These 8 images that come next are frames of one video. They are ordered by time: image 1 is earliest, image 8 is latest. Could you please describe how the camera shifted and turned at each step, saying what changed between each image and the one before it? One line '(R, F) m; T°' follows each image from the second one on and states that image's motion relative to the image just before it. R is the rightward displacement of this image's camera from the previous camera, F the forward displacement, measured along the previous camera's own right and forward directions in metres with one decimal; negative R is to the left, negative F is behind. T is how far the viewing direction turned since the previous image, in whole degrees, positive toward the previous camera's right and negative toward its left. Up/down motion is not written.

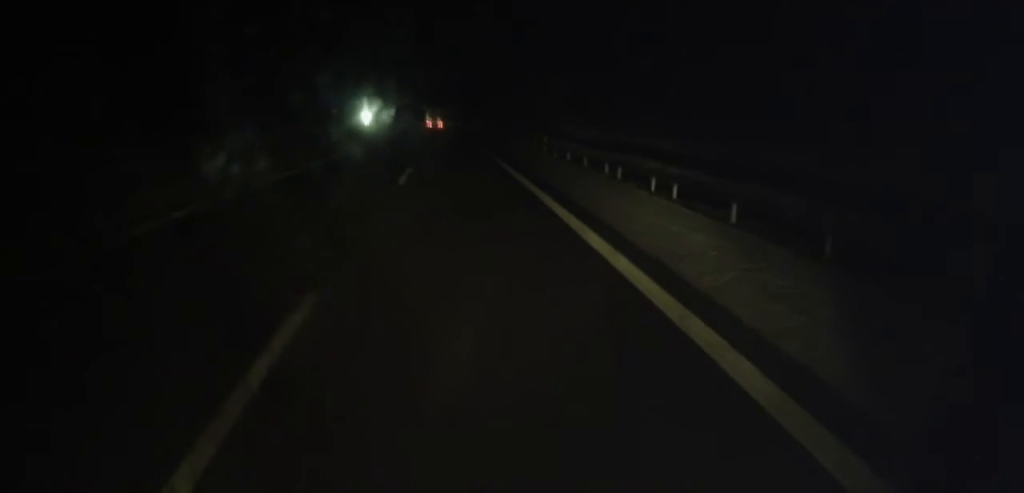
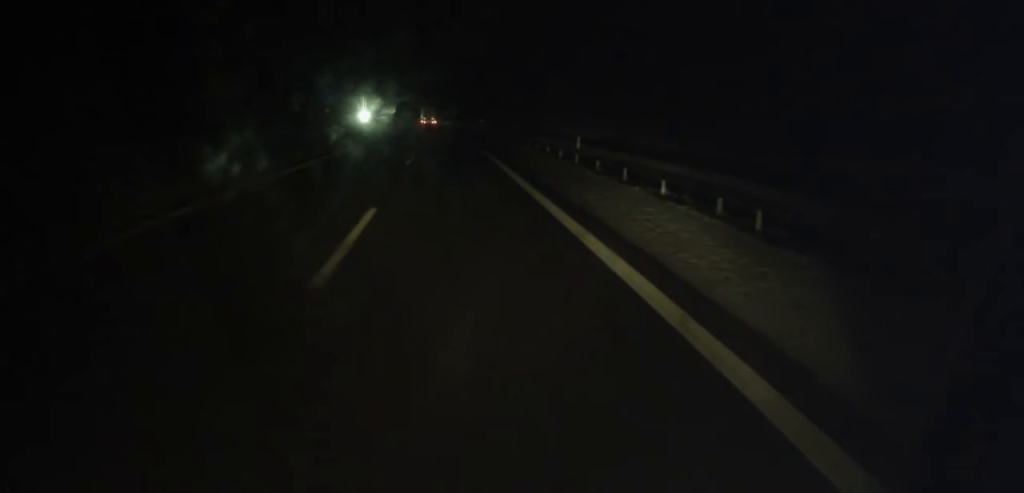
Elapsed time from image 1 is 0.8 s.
(+0.1, +11.5) m; -1°
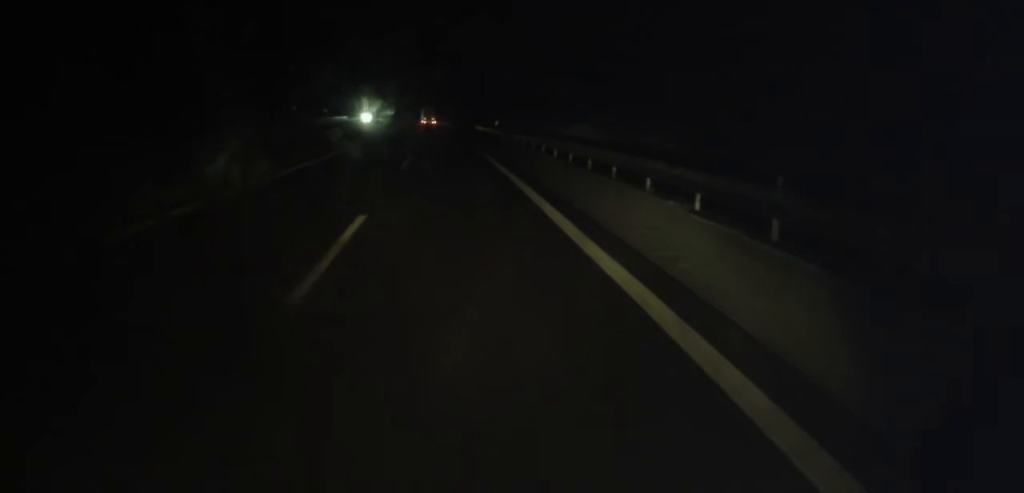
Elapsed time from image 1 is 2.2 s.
(-0.4, +19.0) m; -1°
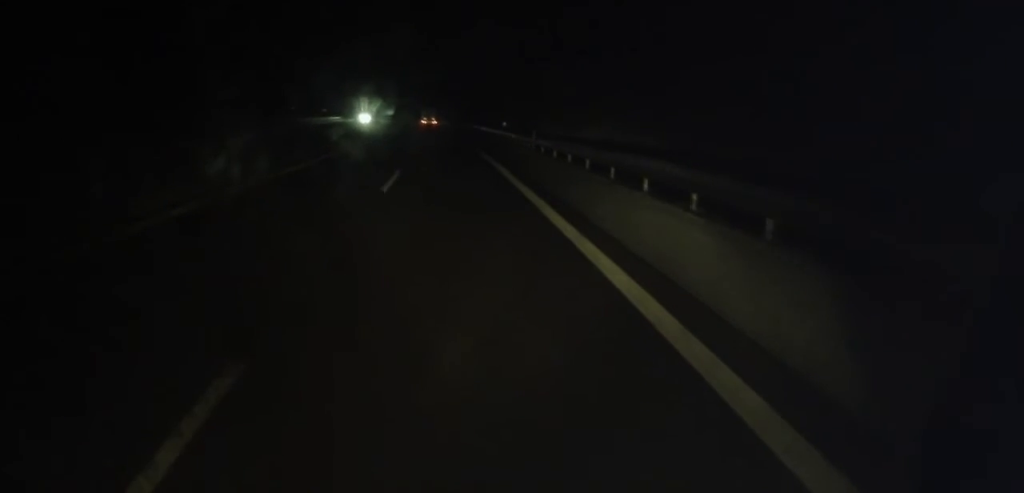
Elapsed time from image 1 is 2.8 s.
(0.0, +7.9) m; 0°
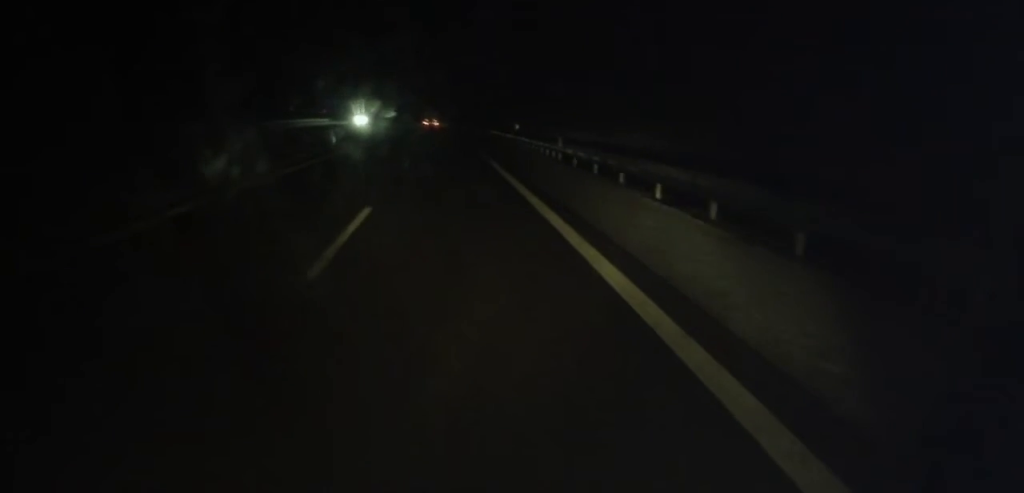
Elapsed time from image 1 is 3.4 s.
(0.0, +9.3) m; 0°
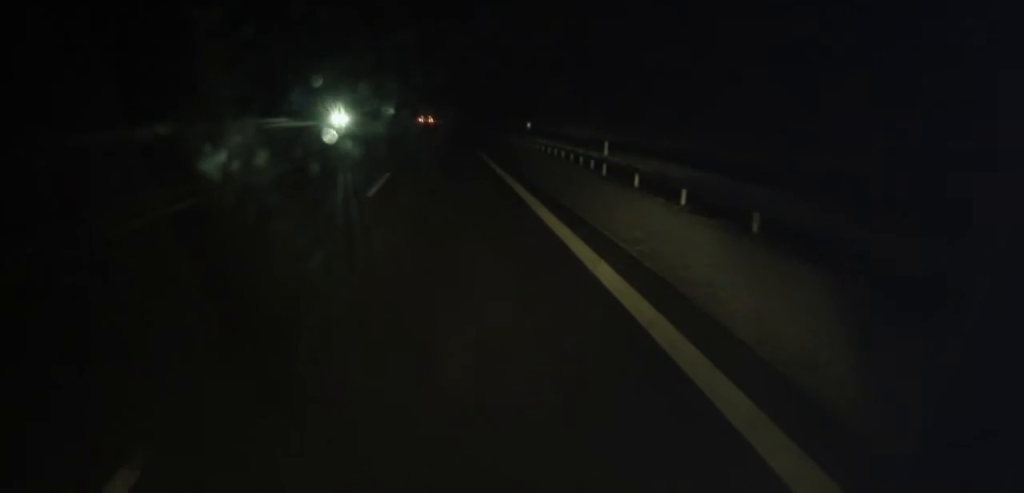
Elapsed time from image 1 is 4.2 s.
(0.0, +10.7) m; 0°
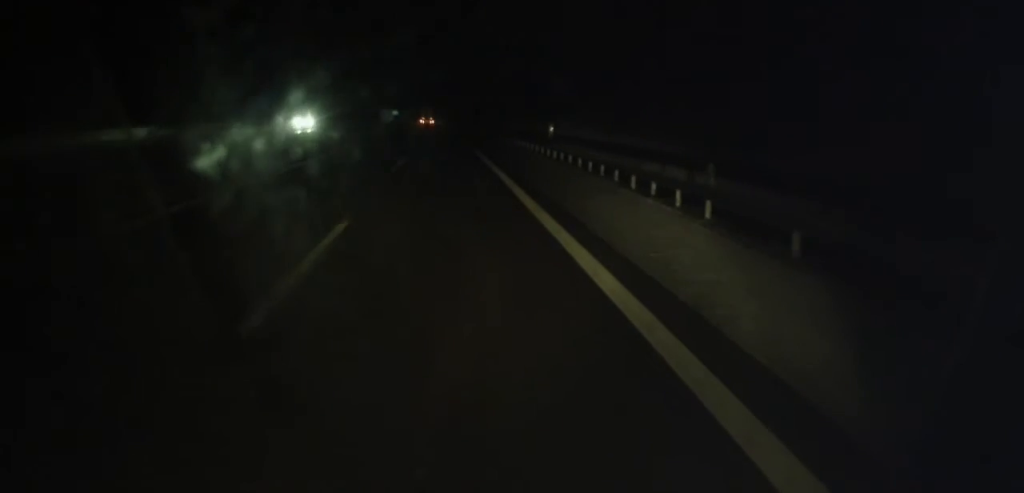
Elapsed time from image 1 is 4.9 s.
(0.0, +9.8) m; 0°
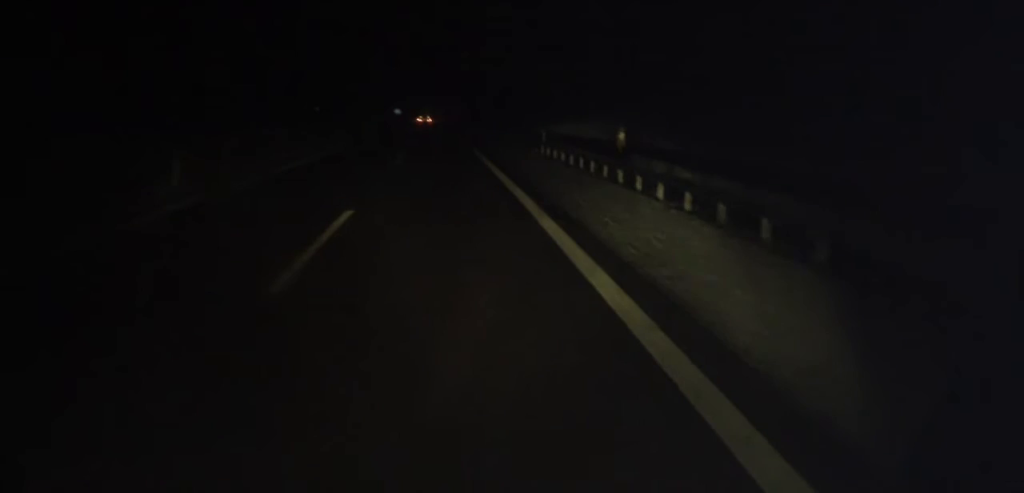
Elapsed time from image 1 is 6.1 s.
(0.0, +17.3) m; 0°
